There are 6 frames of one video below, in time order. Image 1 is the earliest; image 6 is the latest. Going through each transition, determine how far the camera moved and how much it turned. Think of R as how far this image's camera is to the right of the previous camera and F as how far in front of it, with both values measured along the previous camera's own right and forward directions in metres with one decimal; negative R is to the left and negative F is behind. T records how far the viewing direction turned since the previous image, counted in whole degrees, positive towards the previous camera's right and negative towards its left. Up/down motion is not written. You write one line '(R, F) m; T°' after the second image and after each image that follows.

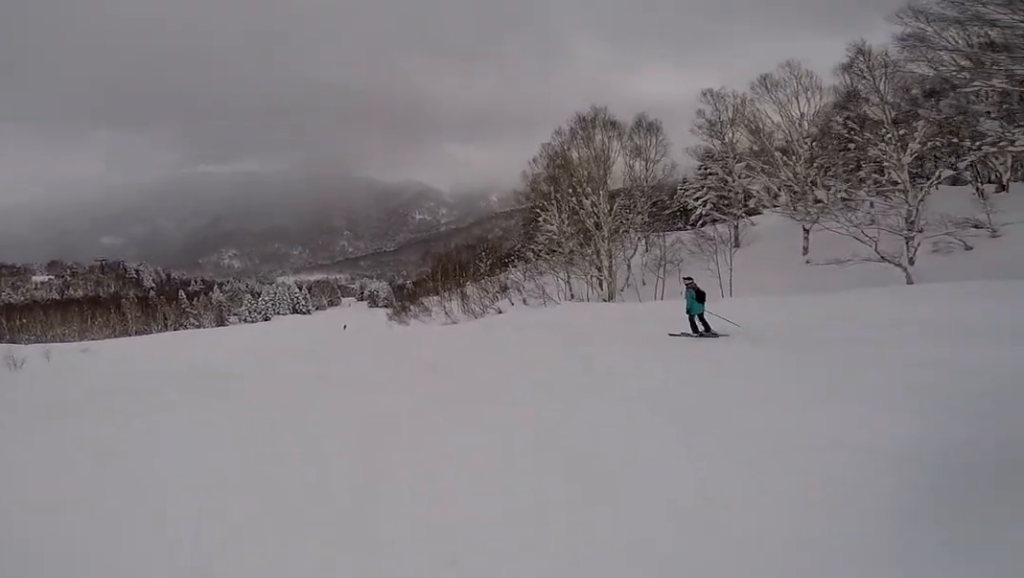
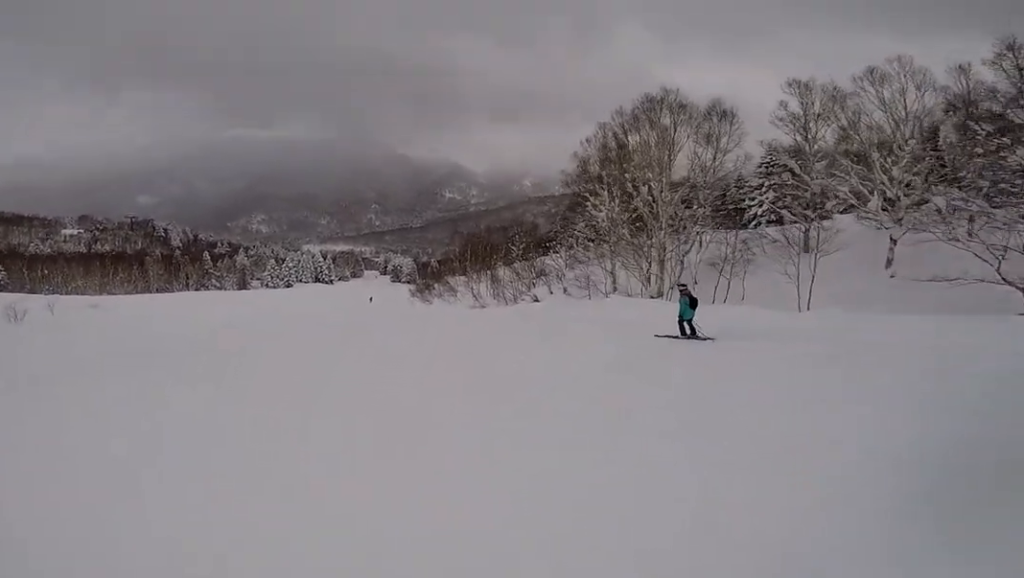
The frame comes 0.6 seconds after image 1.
(+0.8, +2.7) m; +8°
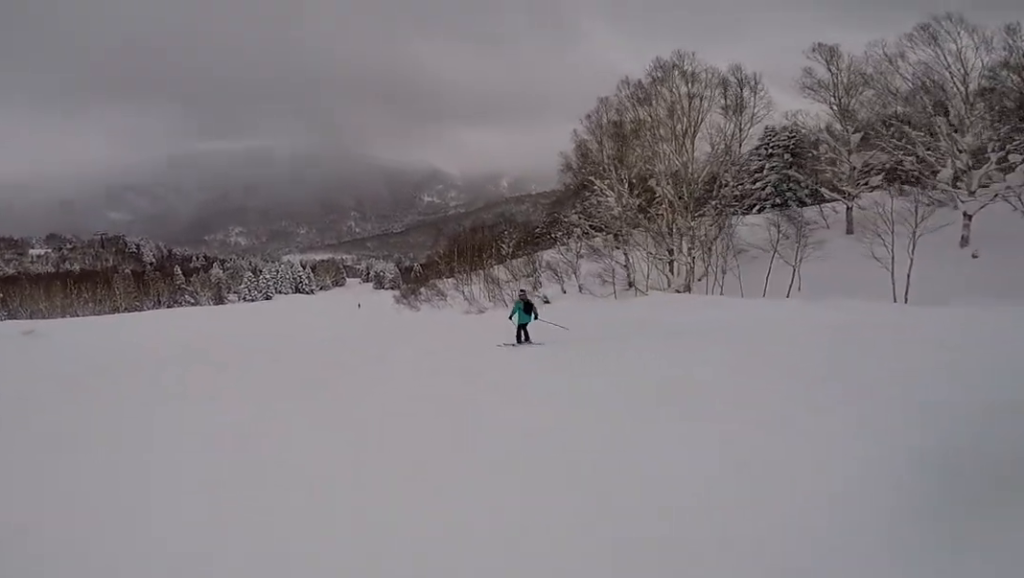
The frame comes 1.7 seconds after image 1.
(+0.5, +5.9) m; +2°
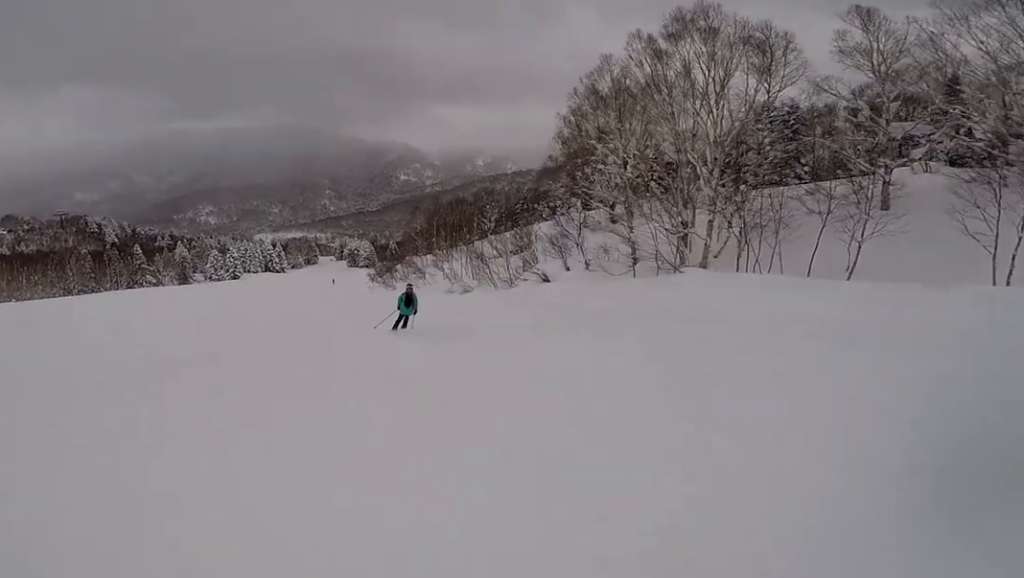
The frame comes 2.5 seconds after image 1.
(-0.2, +4.8) m; -4°
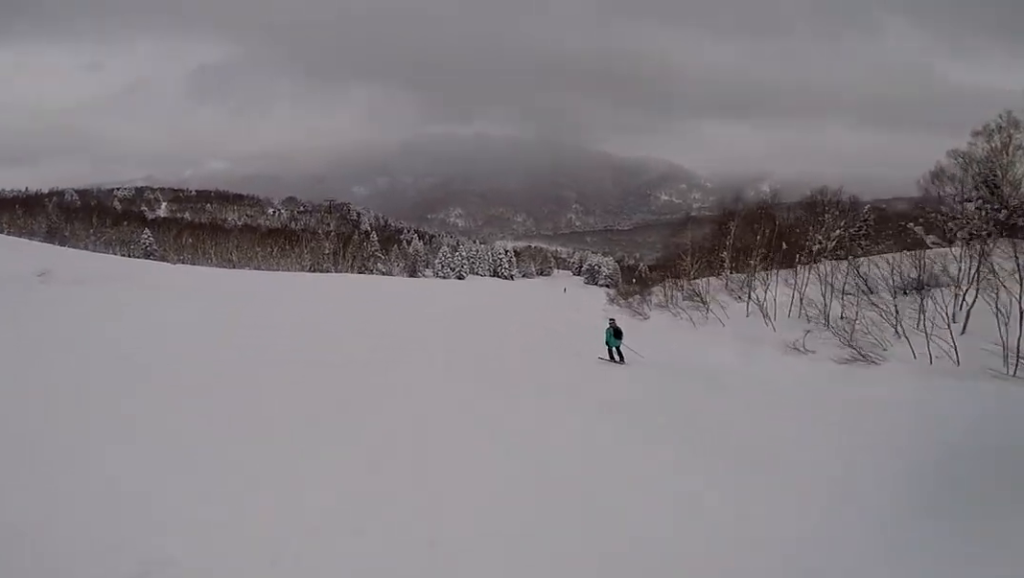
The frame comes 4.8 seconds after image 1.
(-1.3, +15.9) m; -14°
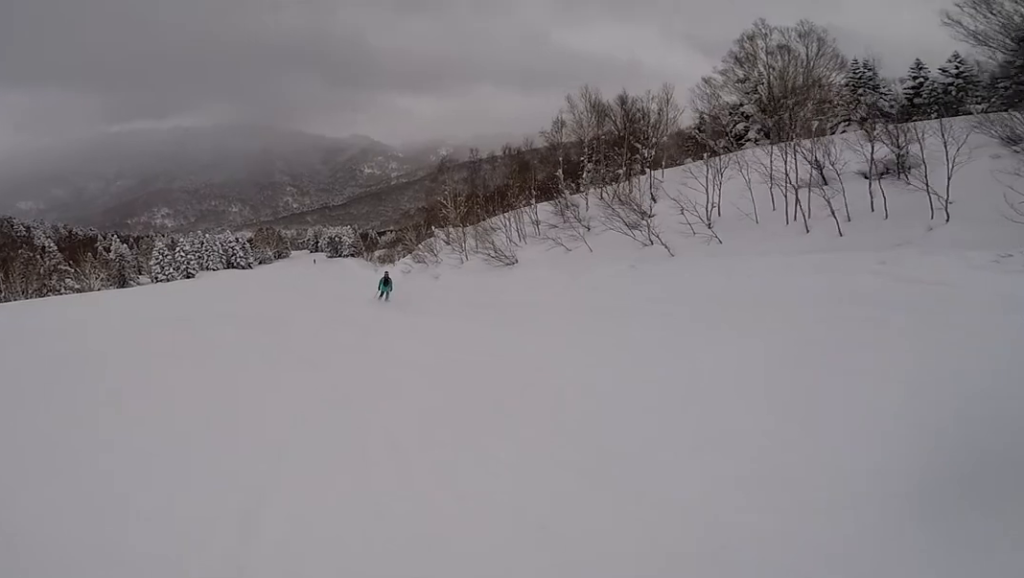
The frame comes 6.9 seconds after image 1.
(-0.7, +16.5) m; +6°
